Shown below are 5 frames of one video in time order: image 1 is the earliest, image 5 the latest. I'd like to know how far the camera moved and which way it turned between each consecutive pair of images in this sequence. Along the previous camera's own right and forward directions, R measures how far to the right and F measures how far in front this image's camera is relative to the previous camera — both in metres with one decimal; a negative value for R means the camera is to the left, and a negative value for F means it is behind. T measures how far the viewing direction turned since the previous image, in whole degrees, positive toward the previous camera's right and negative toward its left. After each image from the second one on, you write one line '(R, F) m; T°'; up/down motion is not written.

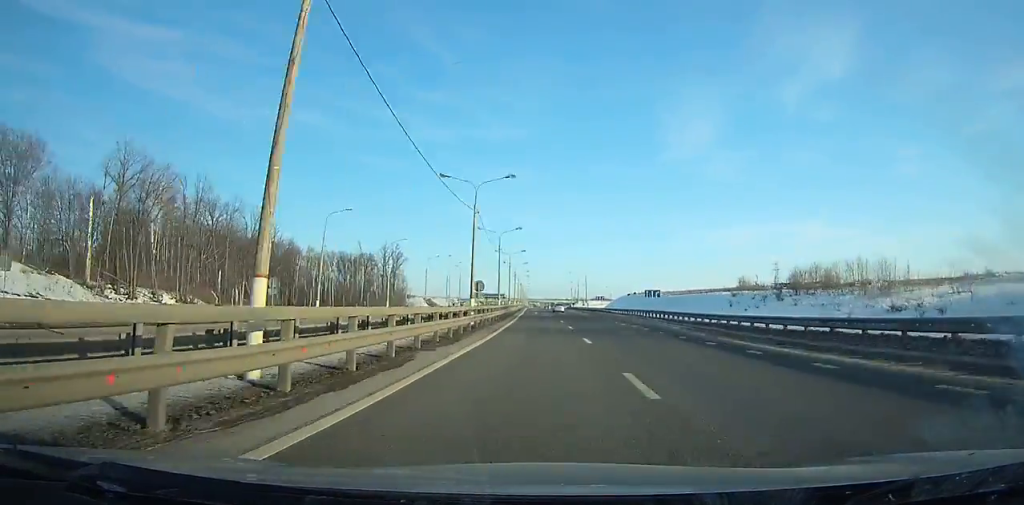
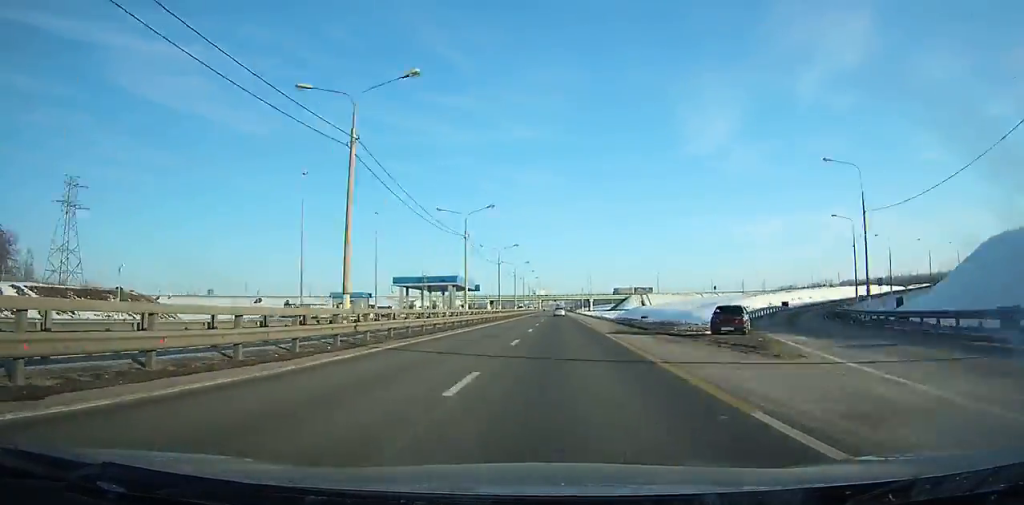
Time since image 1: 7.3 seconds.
(-6.7, +222.4) m; -2°
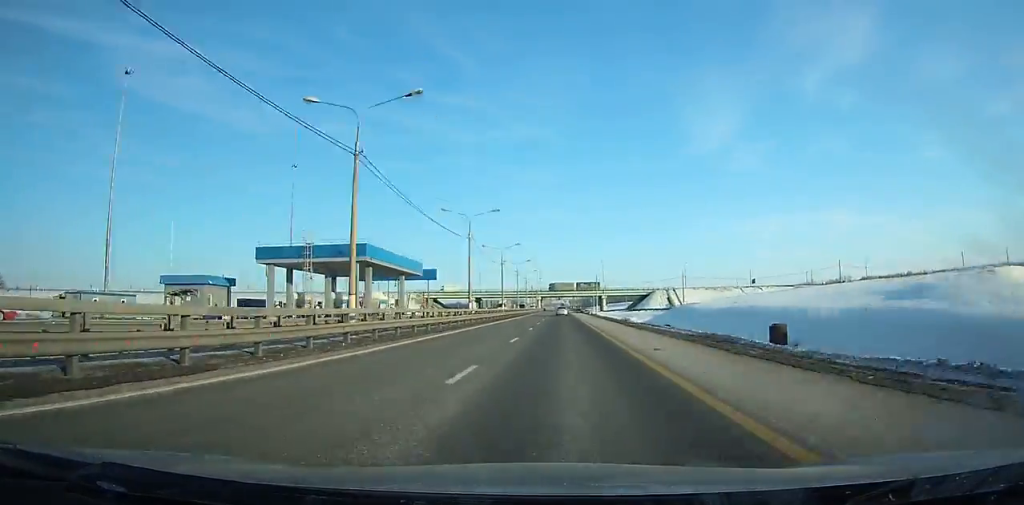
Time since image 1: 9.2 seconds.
(+0.1, +57.8) m; 0°
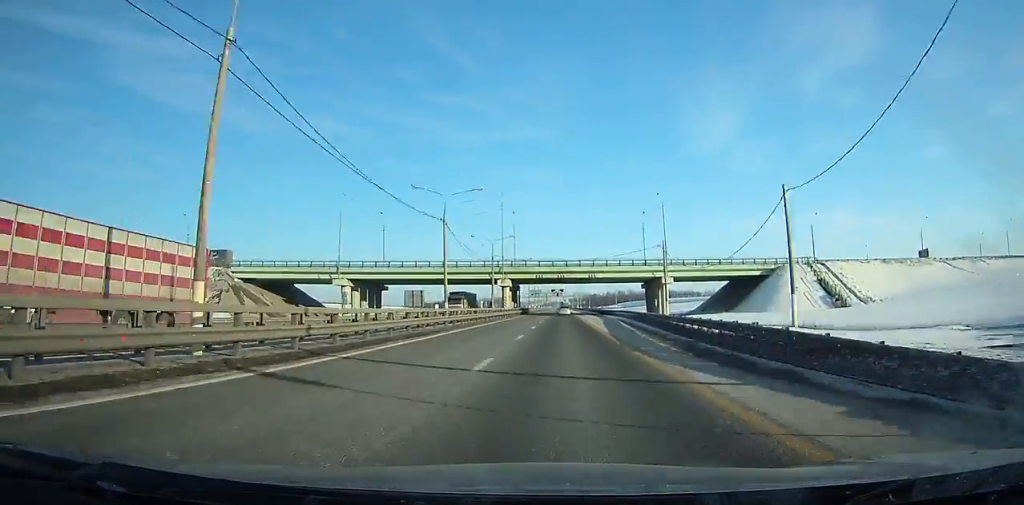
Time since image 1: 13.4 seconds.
(-0.4, +127.0) m; 0°
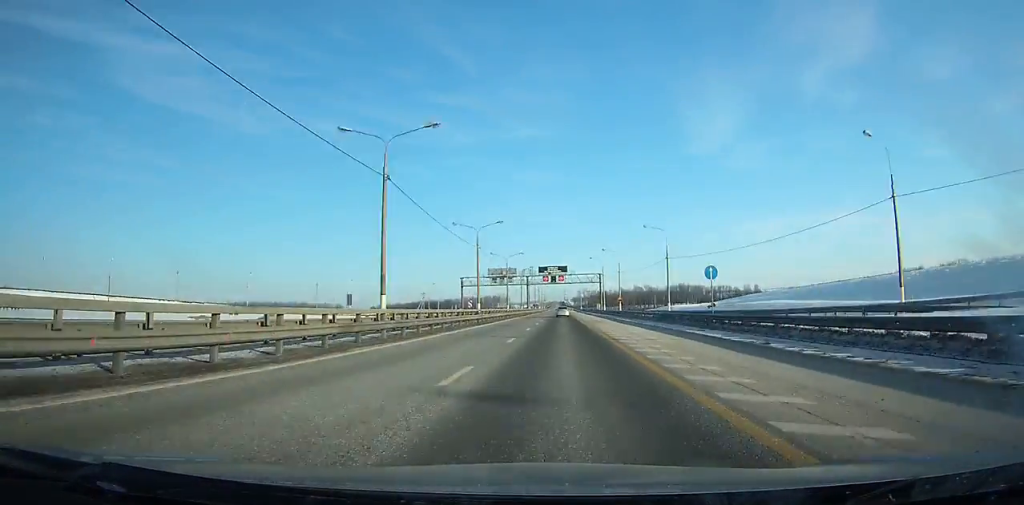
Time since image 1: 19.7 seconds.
(-0.1, +189.5) m; 0°
